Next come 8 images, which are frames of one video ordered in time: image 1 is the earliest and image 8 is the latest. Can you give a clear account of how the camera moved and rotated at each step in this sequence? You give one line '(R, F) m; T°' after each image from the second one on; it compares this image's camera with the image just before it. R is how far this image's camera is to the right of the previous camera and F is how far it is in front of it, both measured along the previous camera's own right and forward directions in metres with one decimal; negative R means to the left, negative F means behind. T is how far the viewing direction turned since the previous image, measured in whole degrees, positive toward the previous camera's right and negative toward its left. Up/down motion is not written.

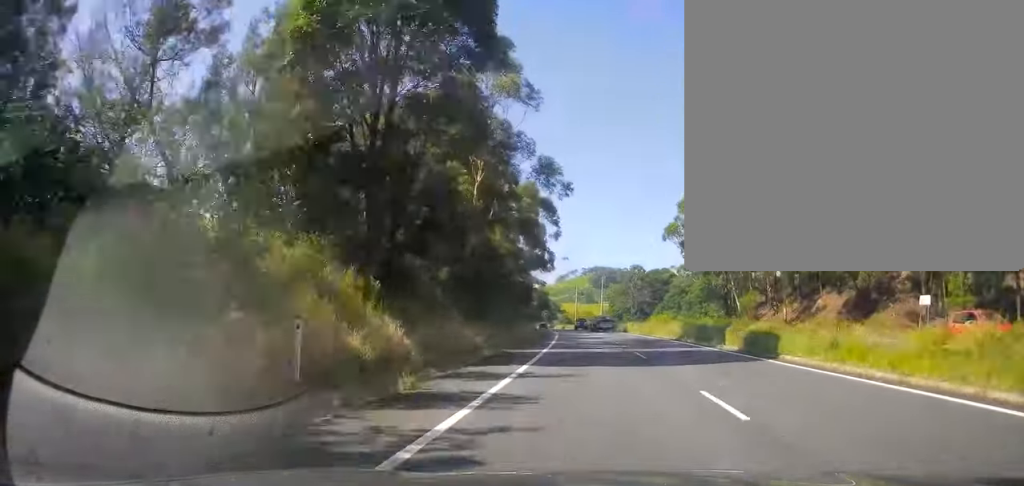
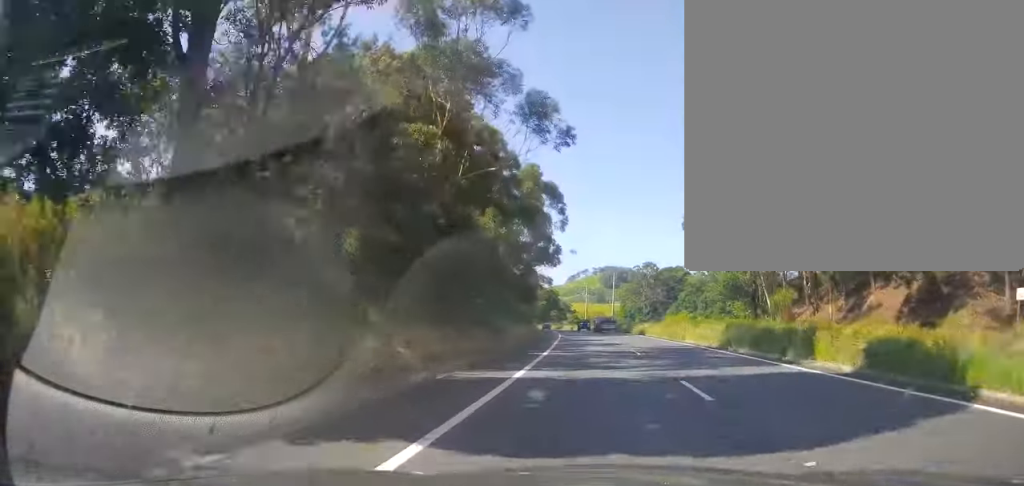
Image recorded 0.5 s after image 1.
(-0.1, +10.3) m; -1°
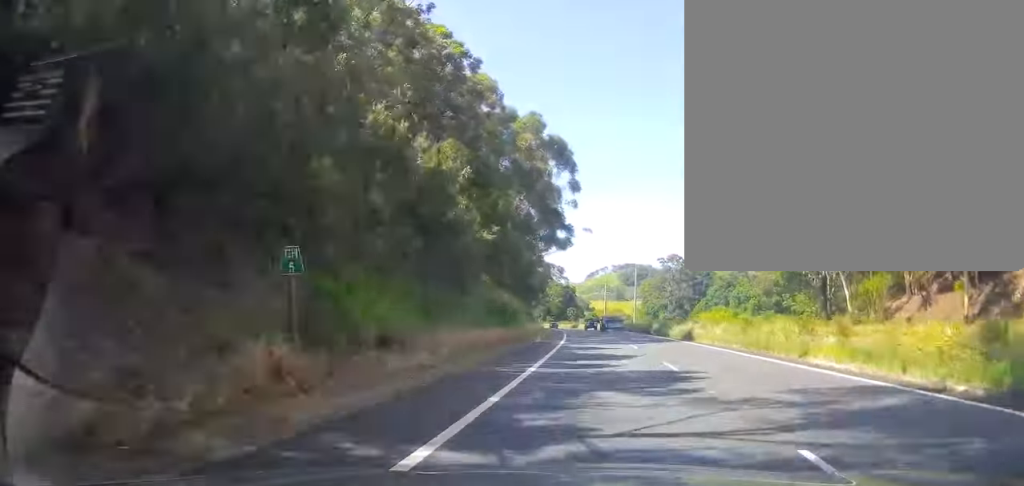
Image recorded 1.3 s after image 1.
(-0.4, +19.1) m; -2°
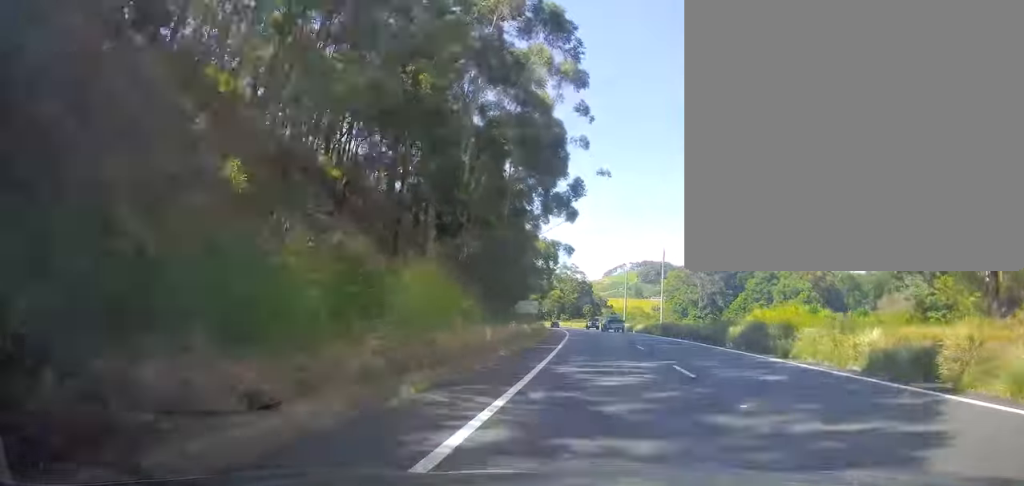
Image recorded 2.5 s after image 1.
(-0.6, +25.8) m; -3°
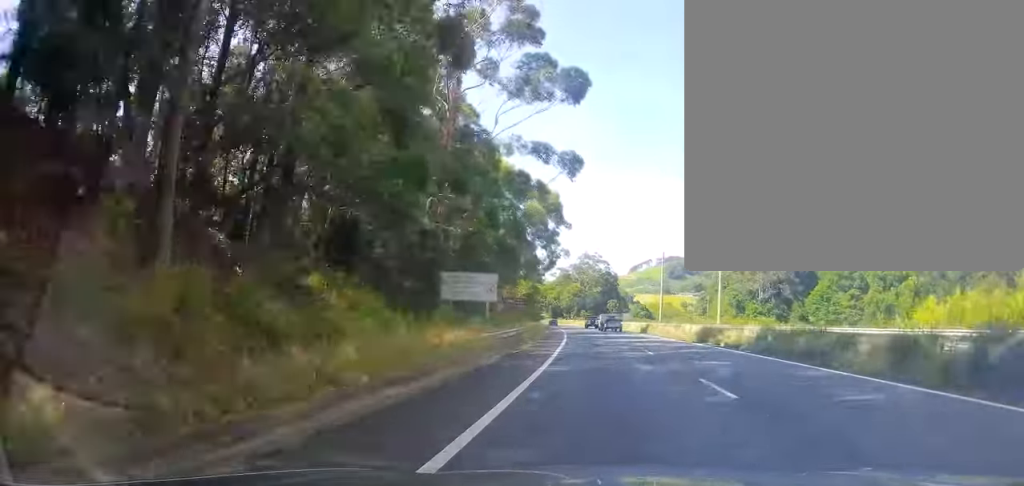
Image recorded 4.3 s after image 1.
(-1.6, +39.5) m; -3°
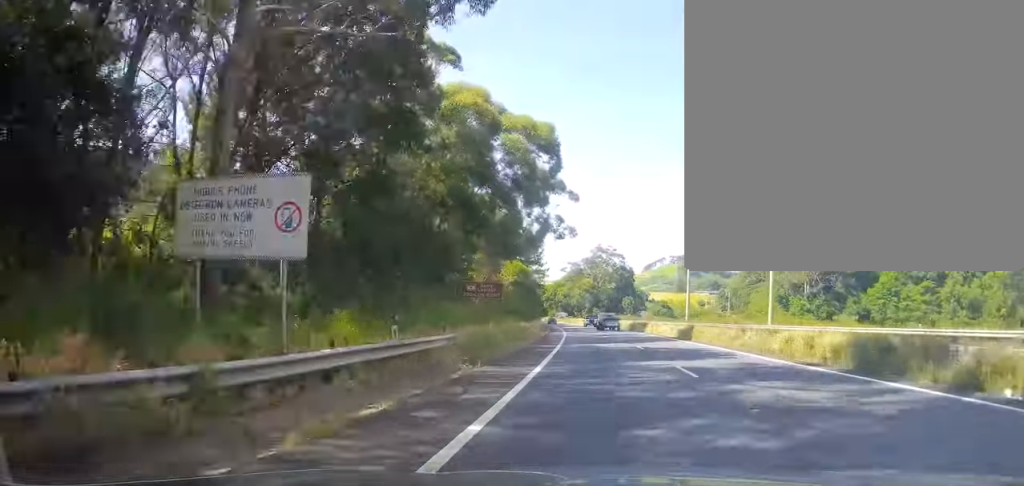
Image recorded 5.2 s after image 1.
(+0.1, +21.0) m; -2°
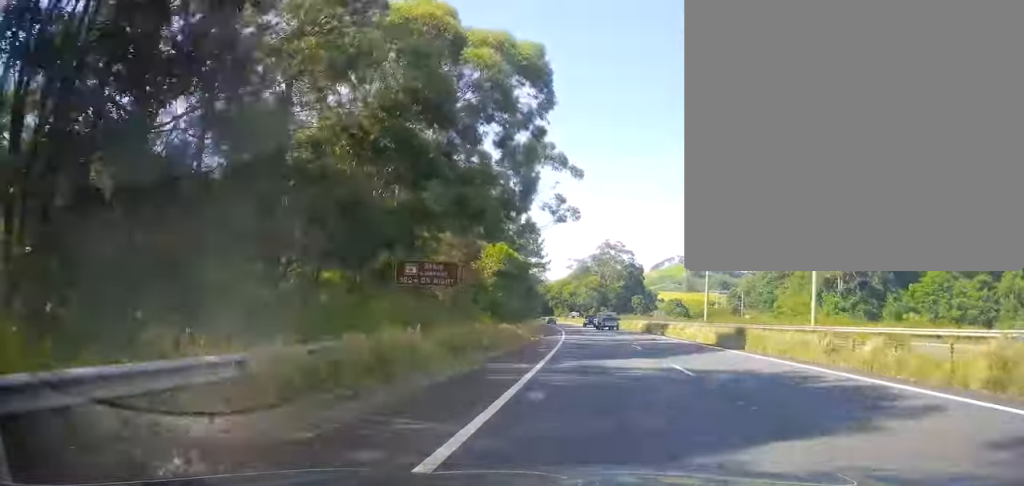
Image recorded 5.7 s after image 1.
(+0.2, +12.0) m; -1°
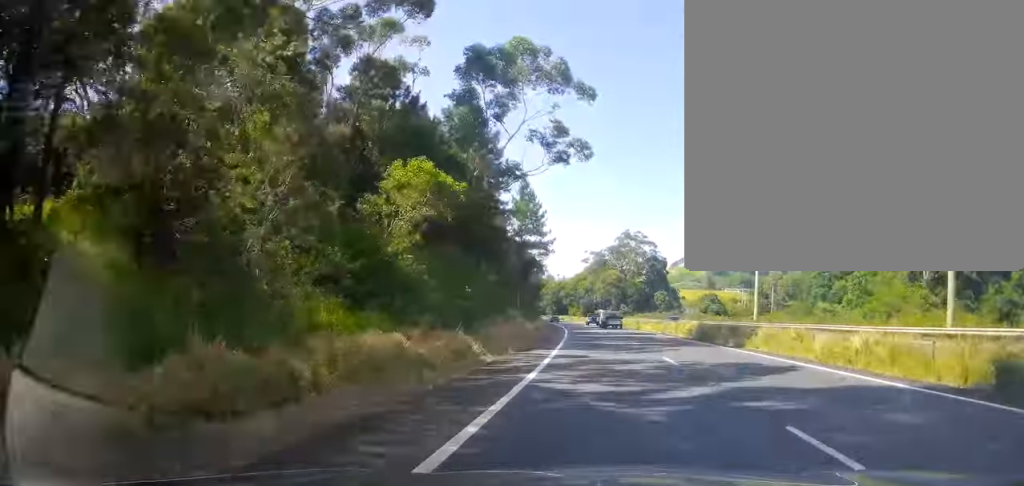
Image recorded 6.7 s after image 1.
(-1.2, +21.6) m; -2°
